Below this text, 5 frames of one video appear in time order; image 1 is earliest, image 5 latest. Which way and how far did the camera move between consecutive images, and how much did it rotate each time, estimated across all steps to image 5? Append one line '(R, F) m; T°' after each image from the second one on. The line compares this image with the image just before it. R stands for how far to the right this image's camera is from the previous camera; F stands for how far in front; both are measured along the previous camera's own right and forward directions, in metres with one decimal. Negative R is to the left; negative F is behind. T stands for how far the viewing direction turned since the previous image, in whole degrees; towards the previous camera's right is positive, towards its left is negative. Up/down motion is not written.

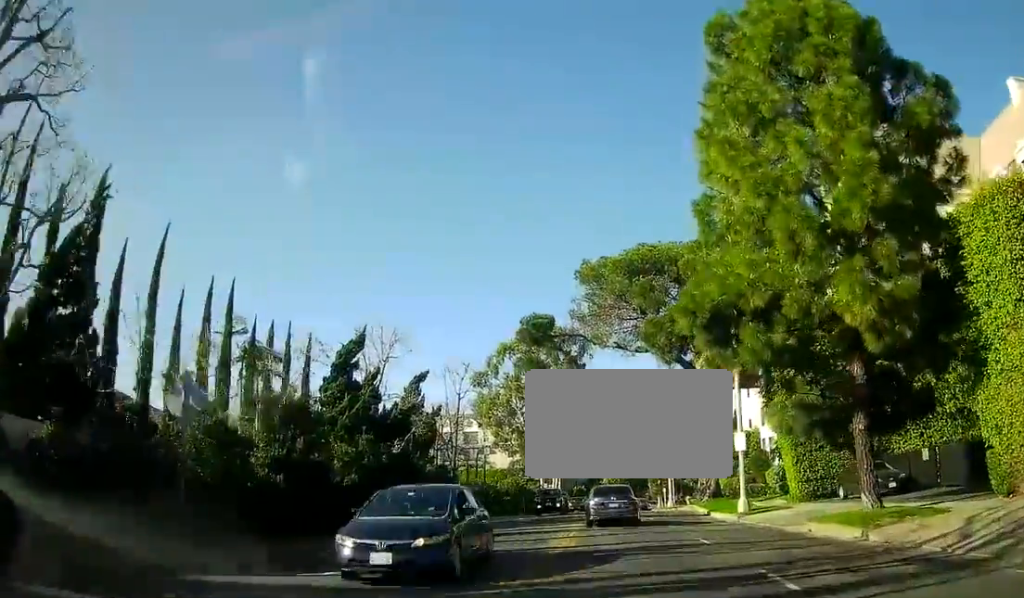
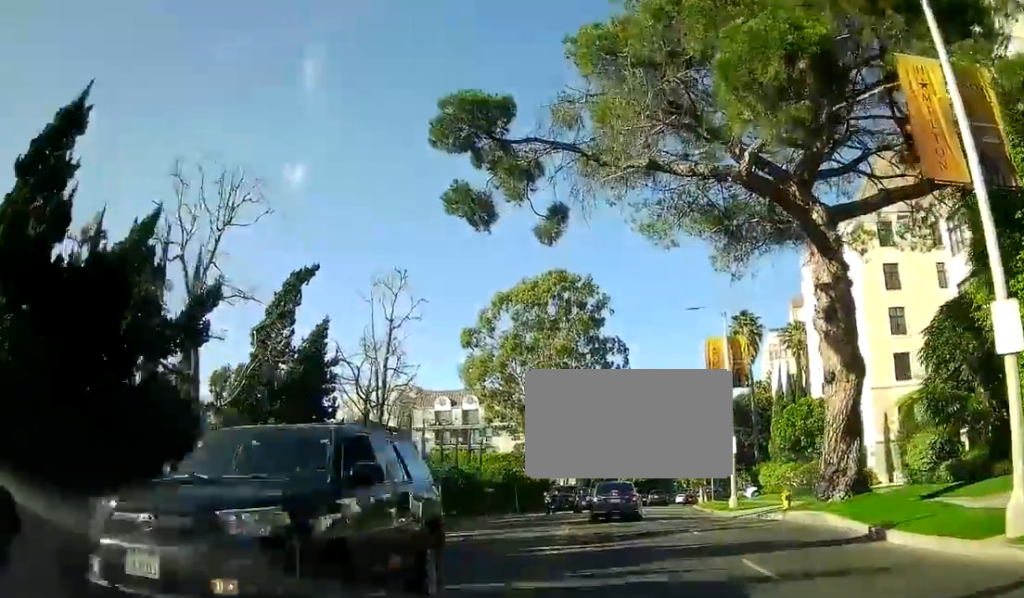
(0.0, +19.7) m; 0°
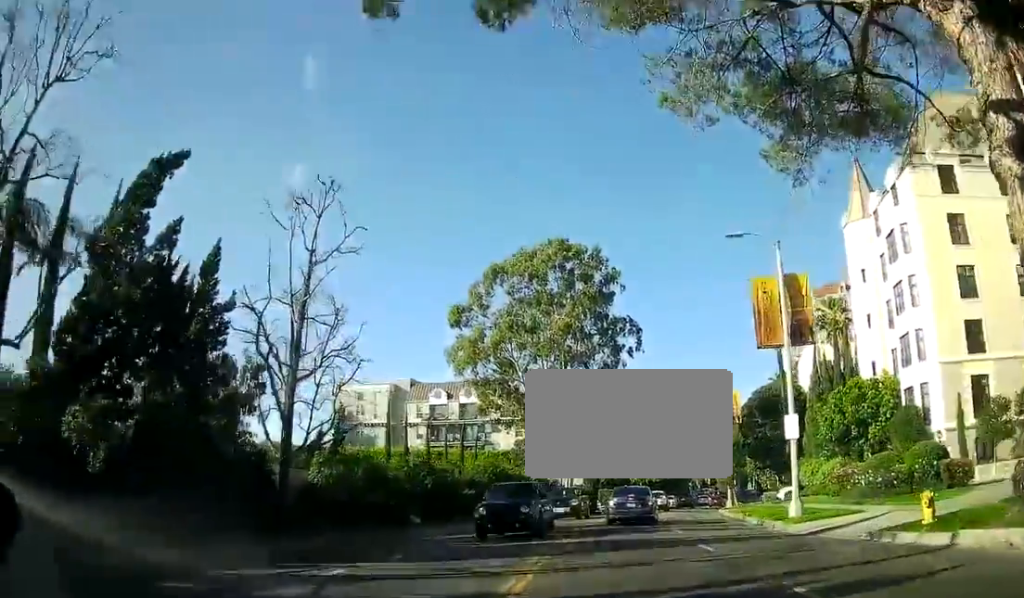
(0.0, +9.5) m; -2°
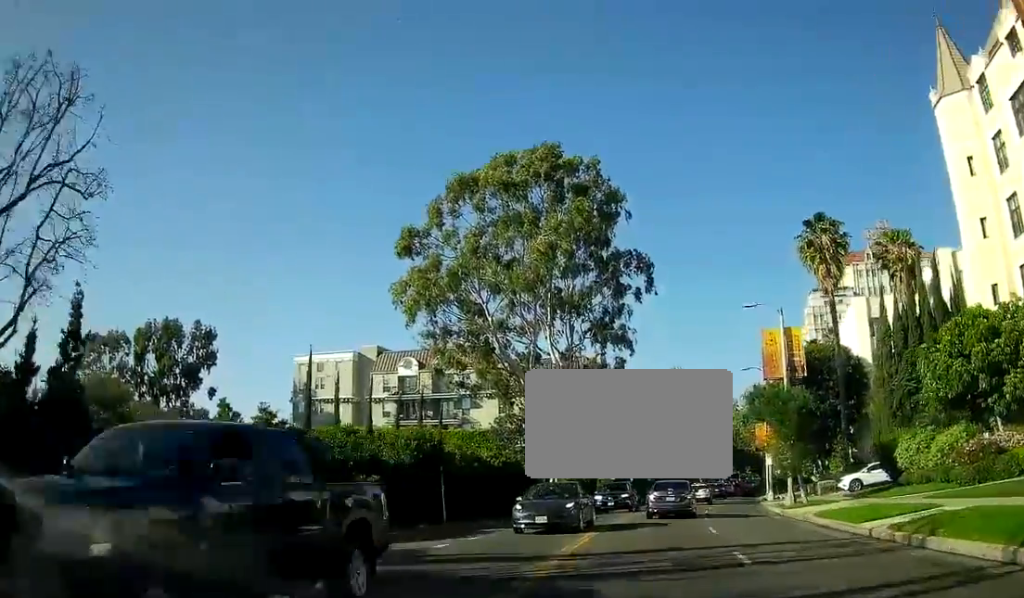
(-0.8, +16.8) m; -4°
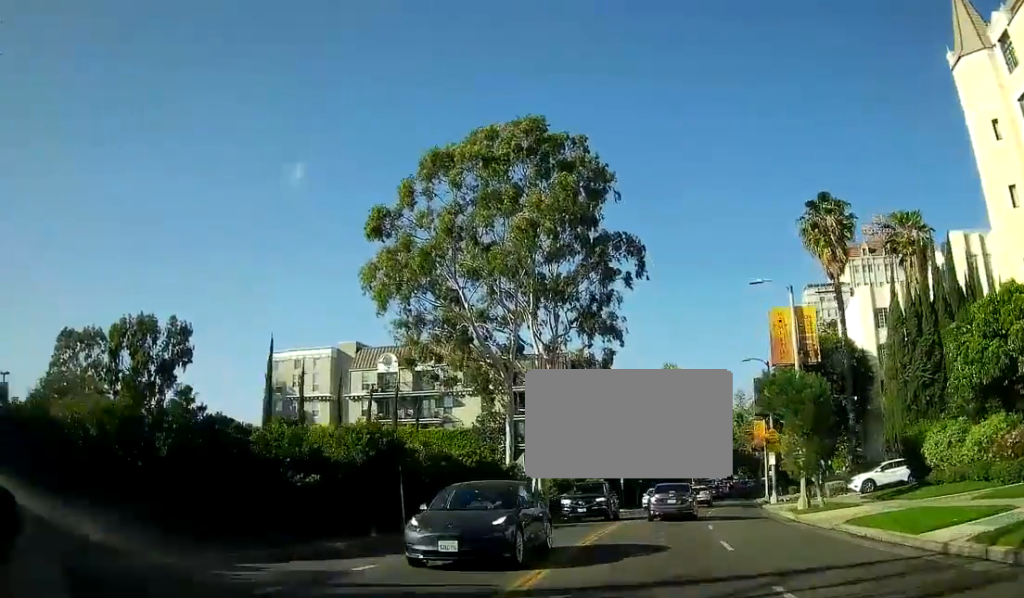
(0.0, +4.0) m; 0°
